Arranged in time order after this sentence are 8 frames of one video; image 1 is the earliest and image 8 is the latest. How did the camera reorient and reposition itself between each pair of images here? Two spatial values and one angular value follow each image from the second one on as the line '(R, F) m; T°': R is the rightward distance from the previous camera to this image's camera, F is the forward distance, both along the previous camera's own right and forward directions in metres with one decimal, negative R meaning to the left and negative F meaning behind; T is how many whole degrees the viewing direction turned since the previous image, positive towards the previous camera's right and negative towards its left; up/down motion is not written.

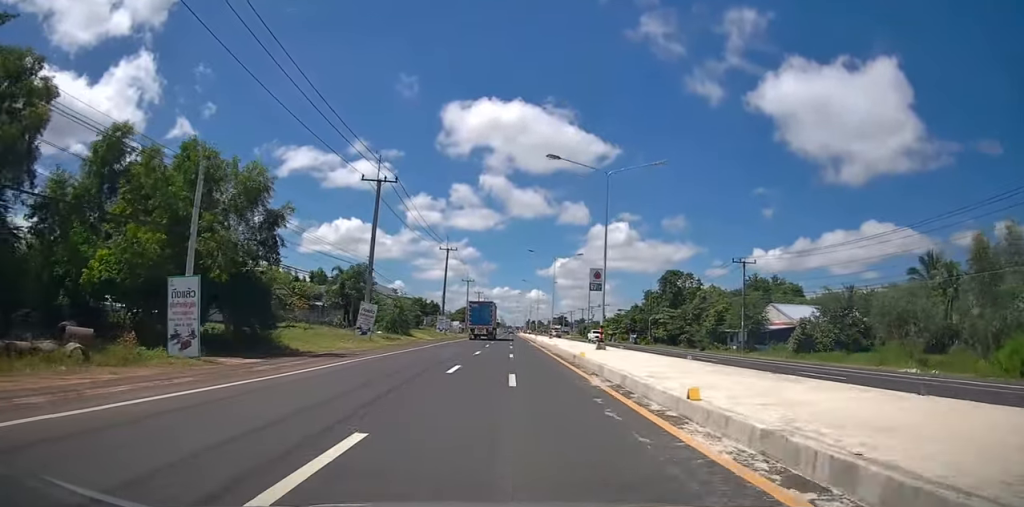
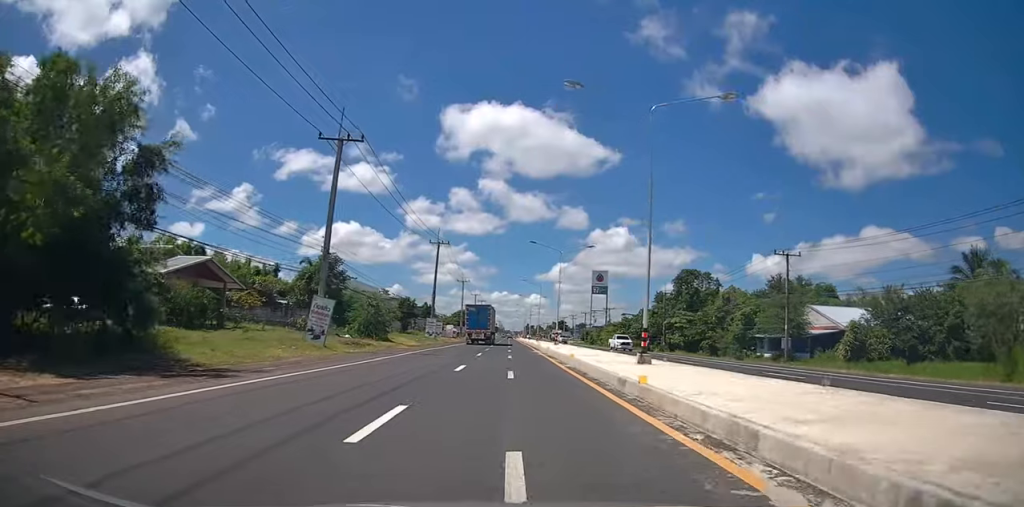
(0.0, +9.2) m; 0°
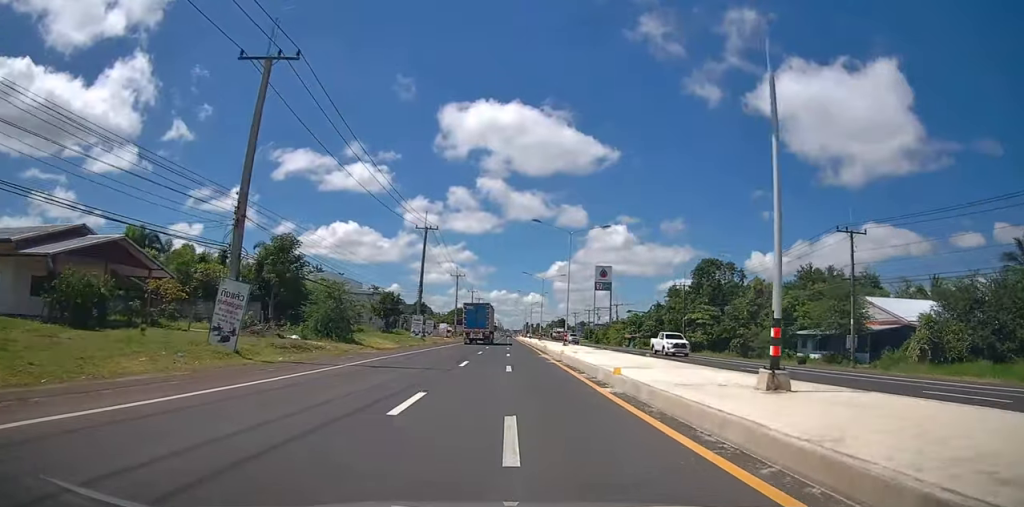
(0.0, +9.7) m; 0°
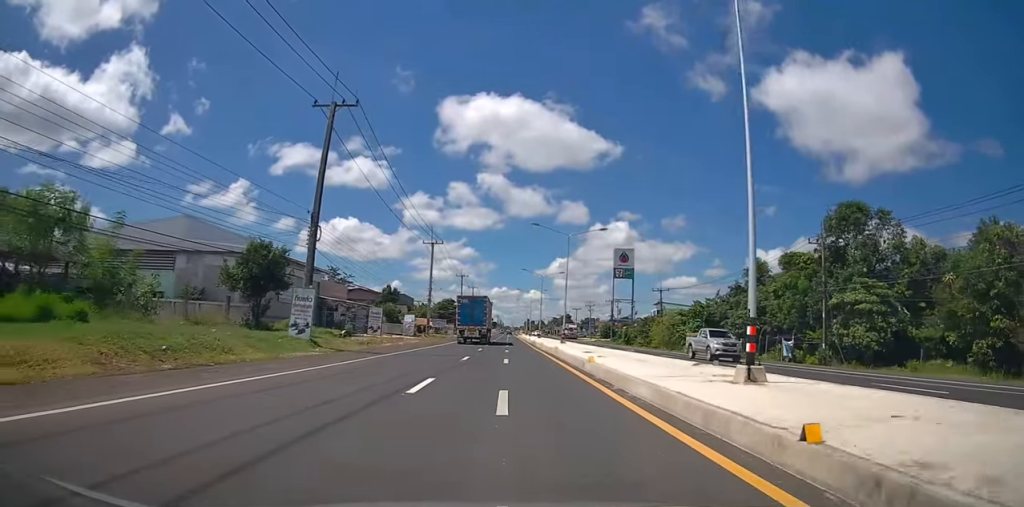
(0.0, +33.4) m; 0°
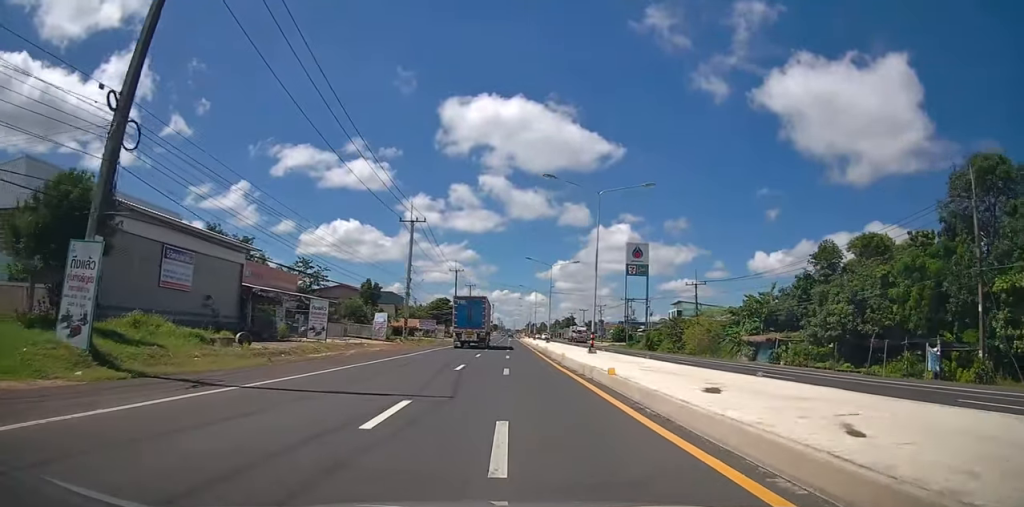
(0.0, +15.2) m; 0°
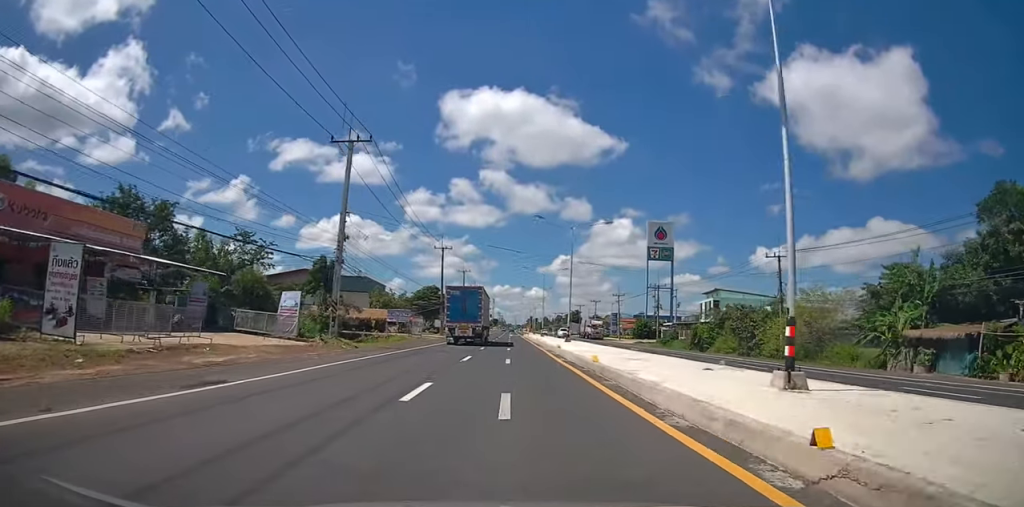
(0.0, +21.5) m; 0°
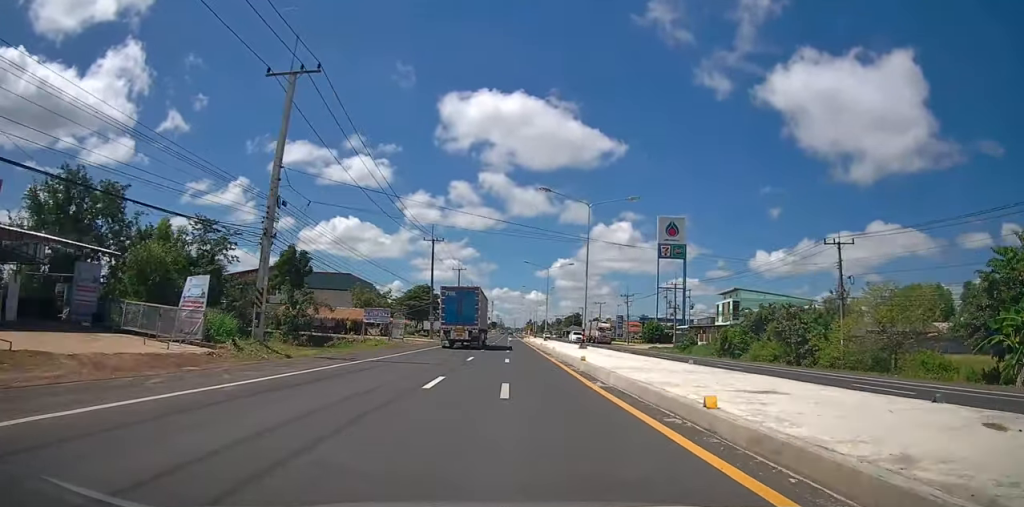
(0.0, +9.4) m; 0°
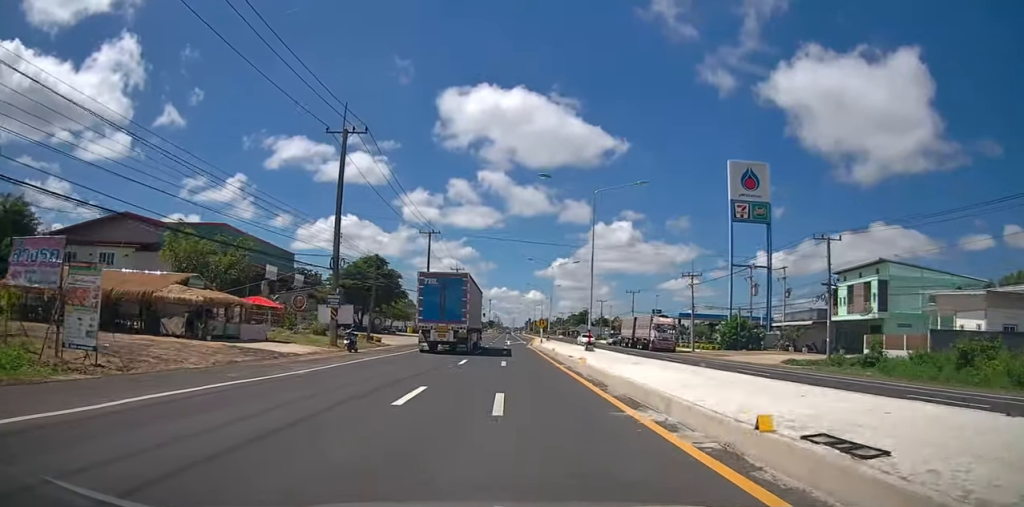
(+0.3, +38.5) m; +1°
